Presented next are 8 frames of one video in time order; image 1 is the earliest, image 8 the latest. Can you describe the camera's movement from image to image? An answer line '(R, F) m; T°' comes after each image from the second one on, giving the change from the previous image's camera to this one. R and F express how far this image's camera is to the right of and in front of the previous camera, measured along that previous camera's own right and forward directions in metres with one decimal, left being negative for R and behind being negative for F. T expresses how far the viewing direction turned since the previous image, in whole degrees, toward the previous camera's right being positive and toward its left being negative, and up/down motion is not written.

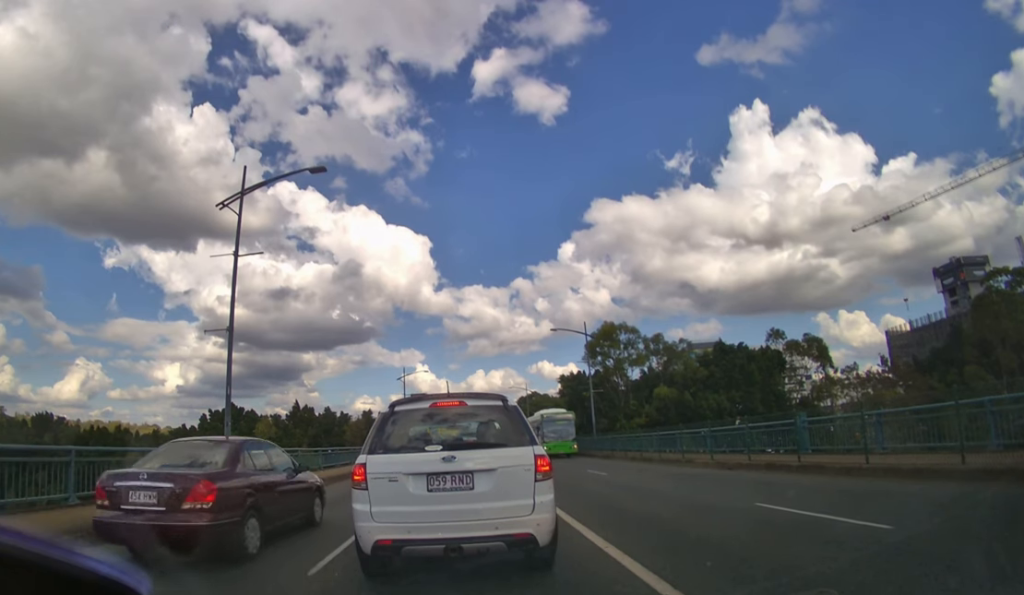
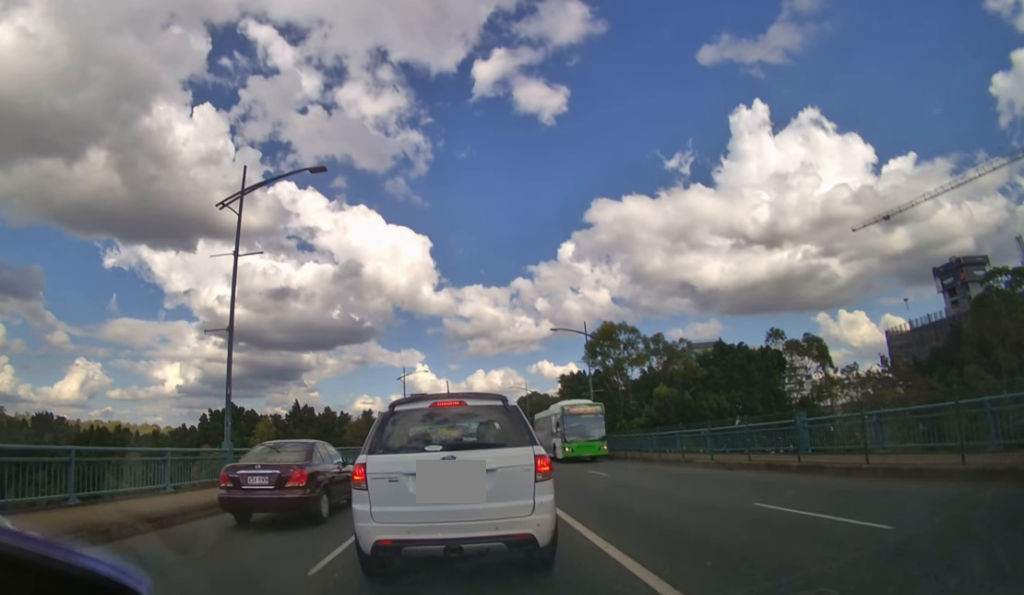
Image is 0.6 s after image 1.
(0.0, 0.0) m; 0°
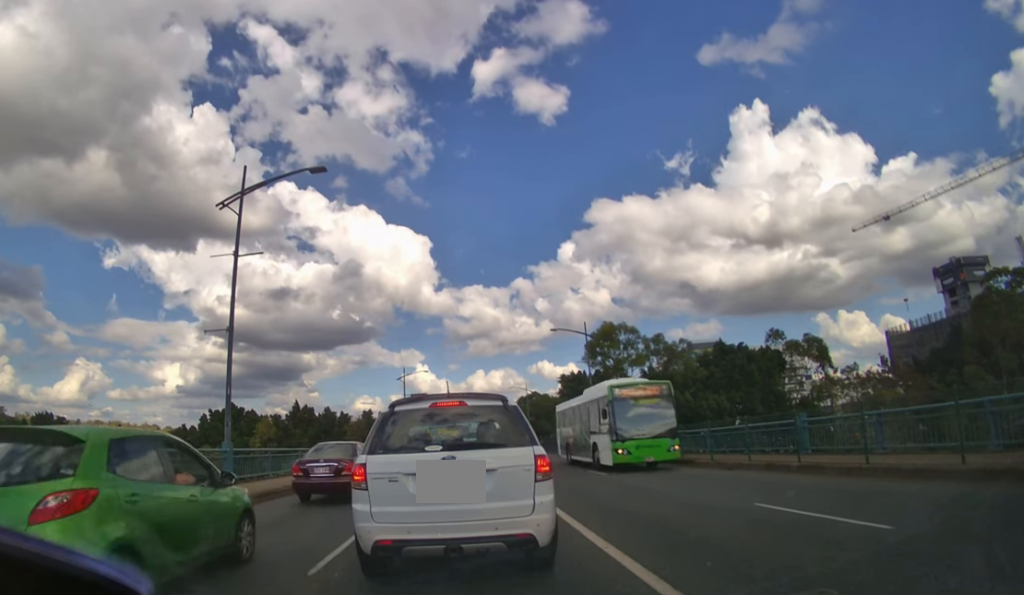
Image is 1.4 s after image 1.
(0.0, 0.0) m; 0°
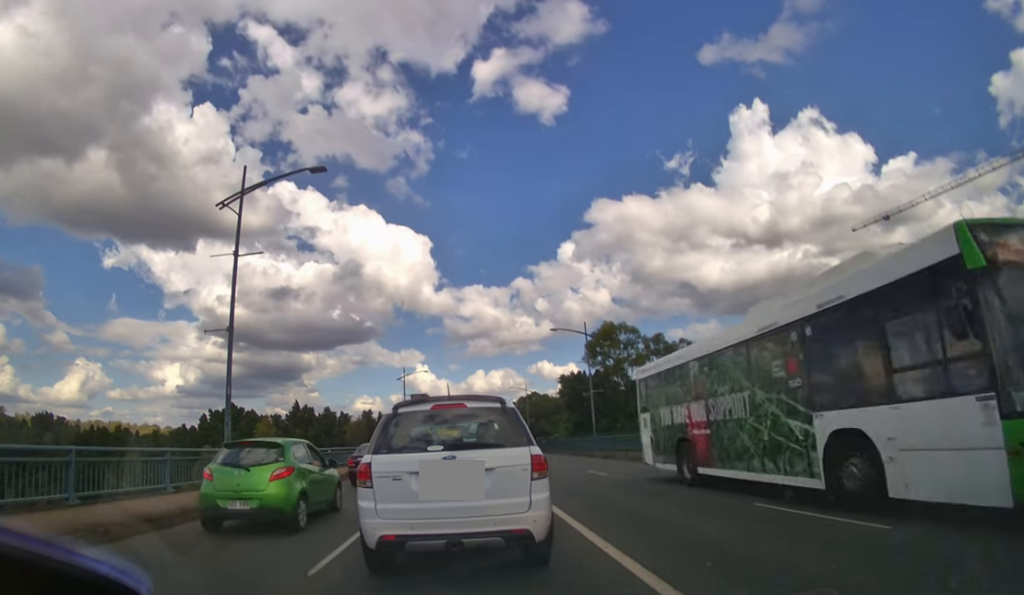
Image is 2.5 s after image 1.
(0.0, 0.0) m; 0°
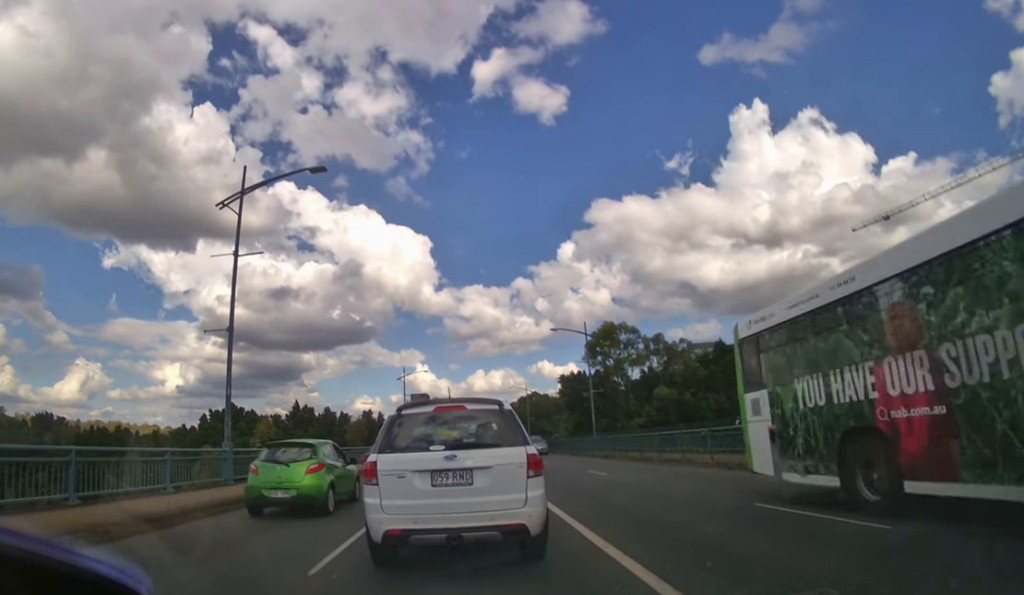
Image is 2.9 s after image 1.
(0.0, 0.0) m; 0°
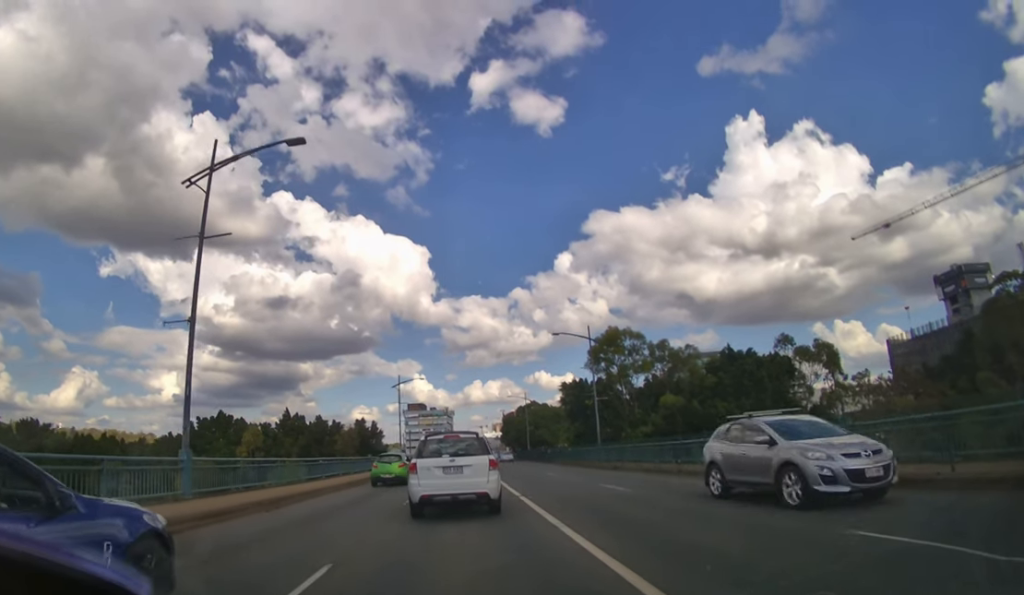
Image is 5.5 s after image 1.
(0.0, +1.4) m; 0°
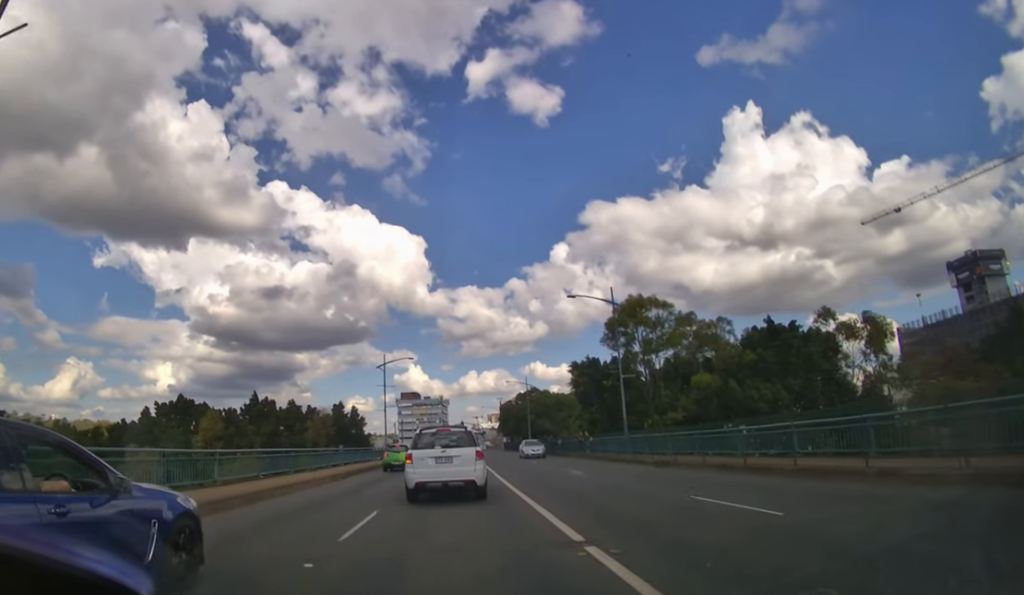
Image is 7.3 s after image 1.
(+0.1, +5.3) m; +1°
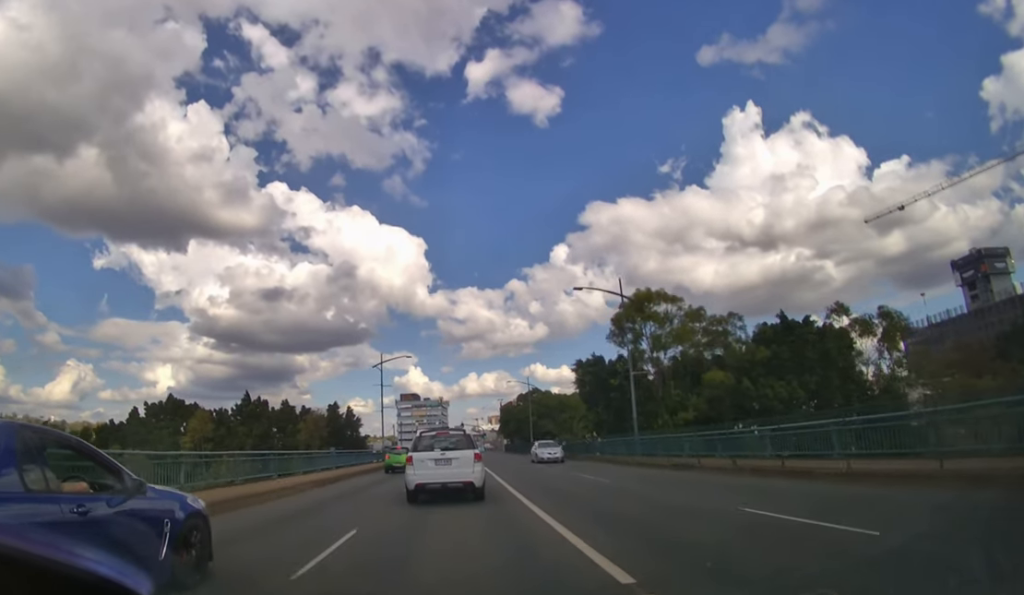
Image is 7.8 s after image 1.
(0.0, +2.0) m; 0°
